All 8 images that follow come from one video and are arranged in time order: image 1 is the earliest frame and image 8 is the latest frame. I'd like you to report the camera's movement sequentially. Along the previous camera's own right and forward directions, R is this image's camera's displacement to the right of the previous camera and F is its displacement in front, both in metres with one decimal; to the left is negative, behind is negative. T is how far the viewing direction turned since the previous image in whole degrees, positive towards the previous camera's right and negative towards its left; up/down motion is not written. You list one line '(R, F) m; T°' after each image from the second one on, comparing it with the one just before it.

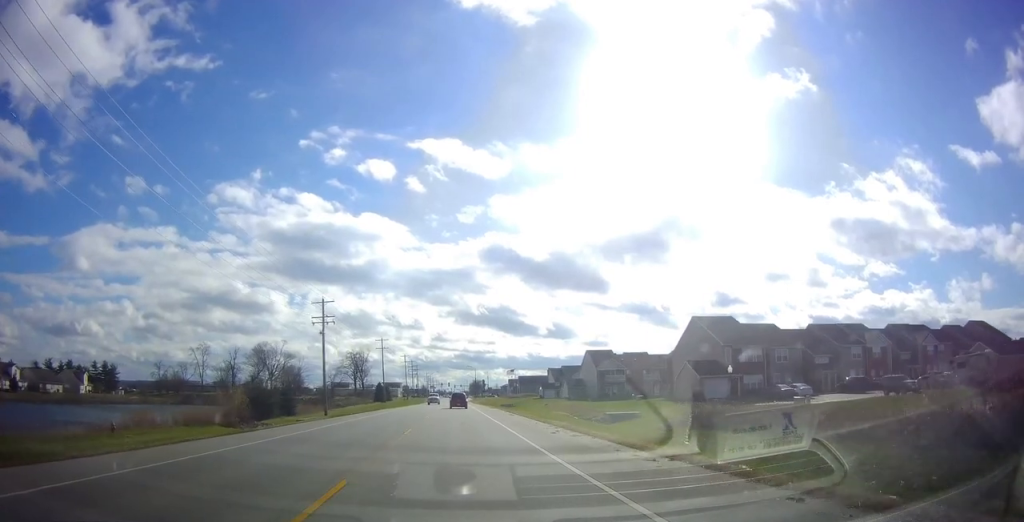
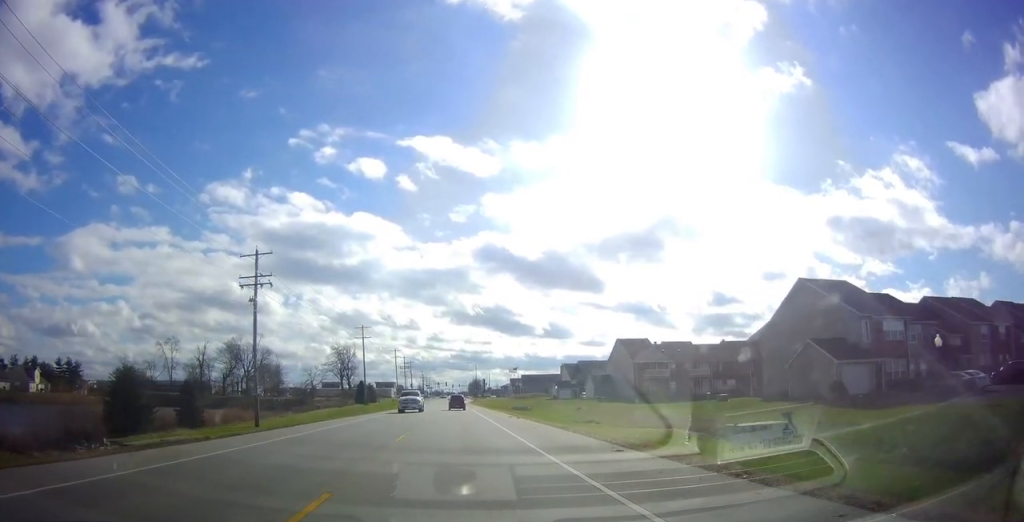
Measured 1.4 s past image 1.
(-0.3, +26.3) m; +1°
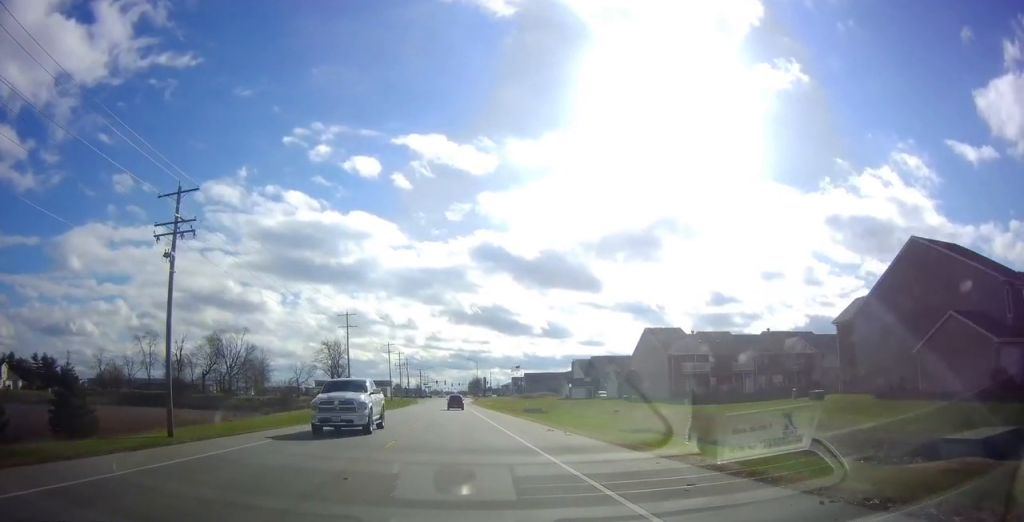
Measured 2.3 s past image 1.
(+0.3, +16.2) m; +1°
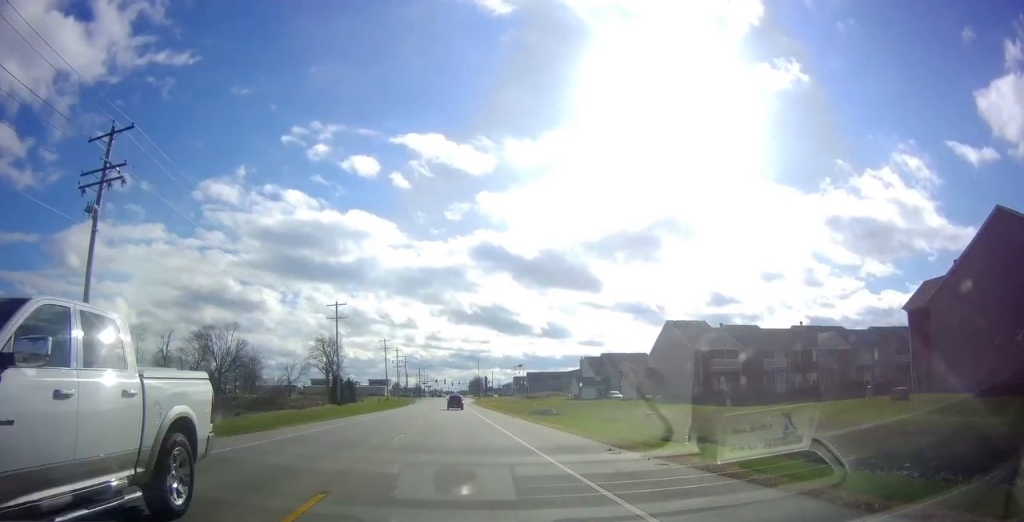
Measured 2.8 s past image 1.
(0.0, +9.1) m; 0°
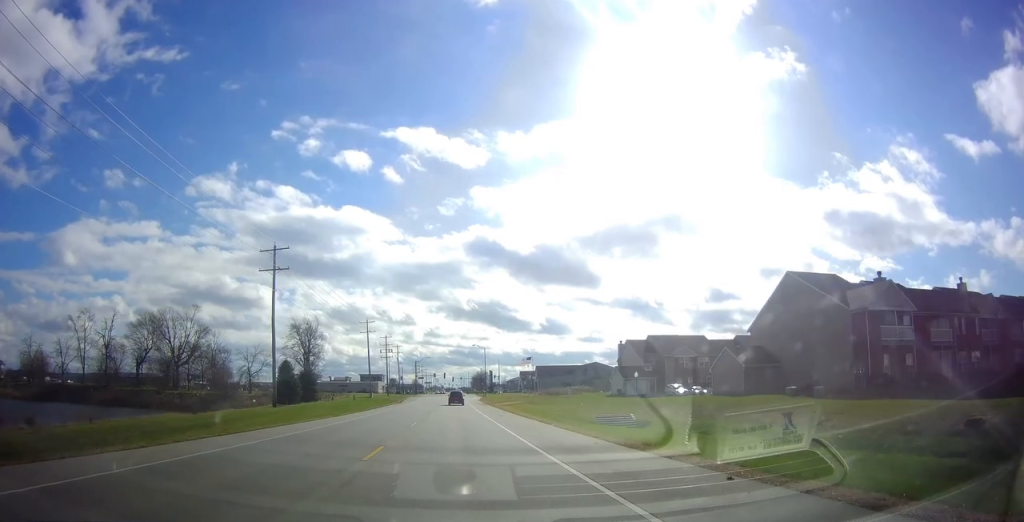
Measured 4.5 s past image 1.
(0.0, +30.5) m; 0°
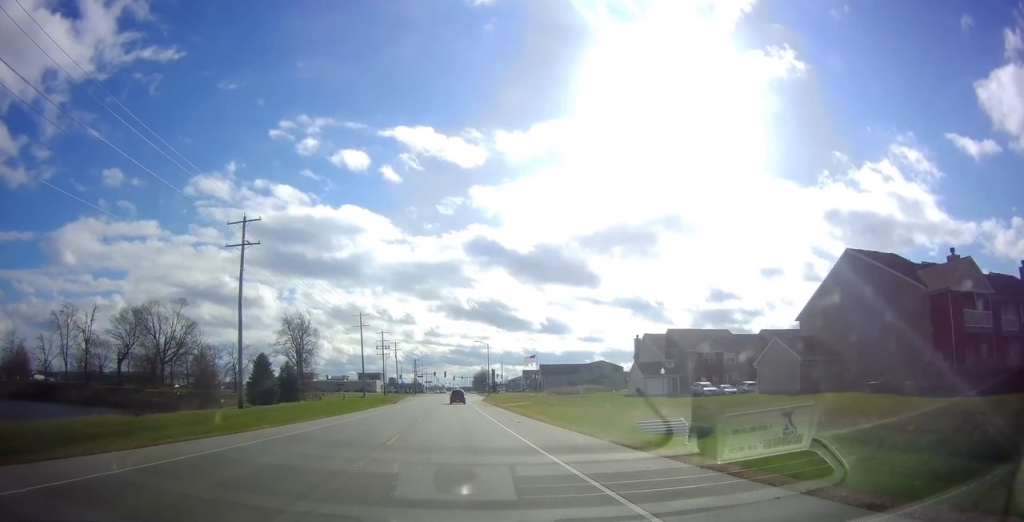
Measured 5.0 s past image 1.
(0.0, +8.3) m; 0°
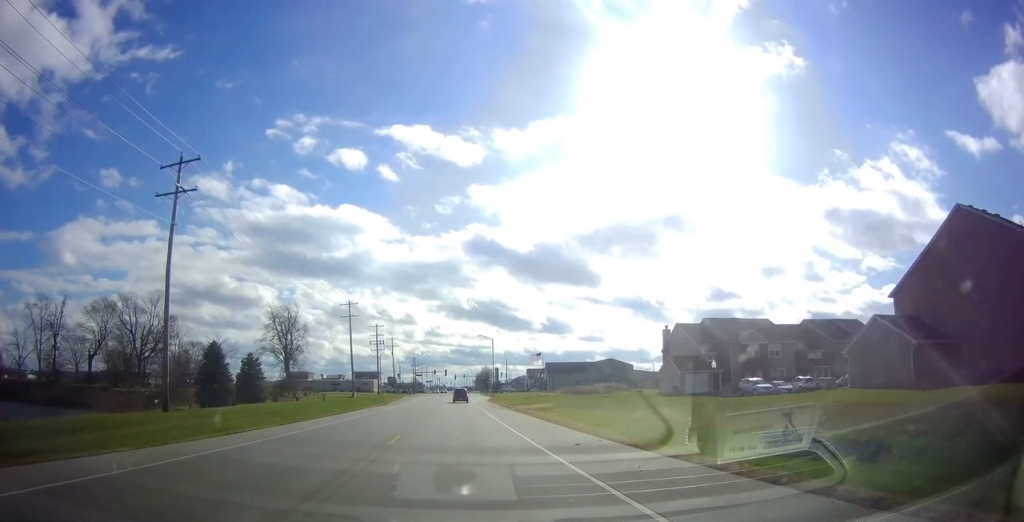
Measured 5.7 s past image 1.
(0.0, +12.8) m; 0°
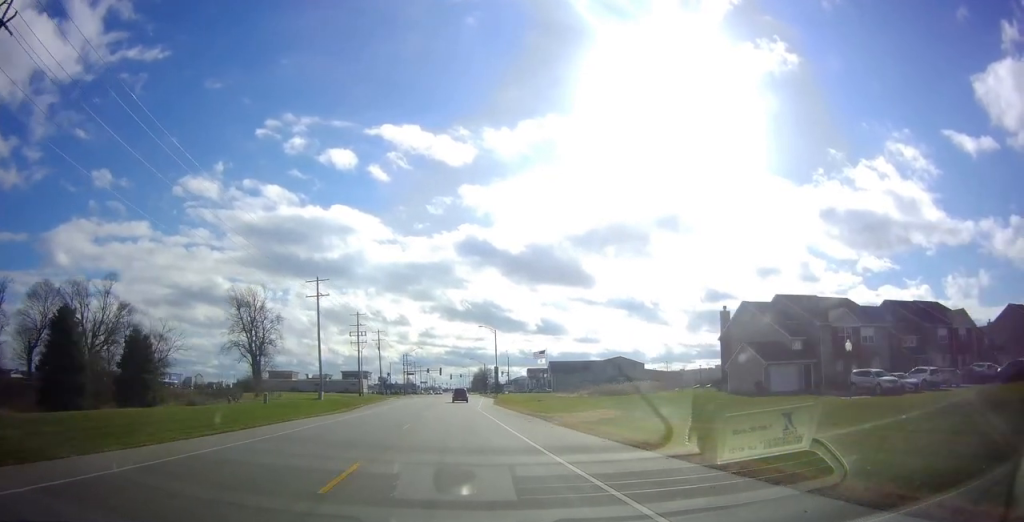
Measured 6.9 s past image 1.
(0.0, +20.3) m; 0°
